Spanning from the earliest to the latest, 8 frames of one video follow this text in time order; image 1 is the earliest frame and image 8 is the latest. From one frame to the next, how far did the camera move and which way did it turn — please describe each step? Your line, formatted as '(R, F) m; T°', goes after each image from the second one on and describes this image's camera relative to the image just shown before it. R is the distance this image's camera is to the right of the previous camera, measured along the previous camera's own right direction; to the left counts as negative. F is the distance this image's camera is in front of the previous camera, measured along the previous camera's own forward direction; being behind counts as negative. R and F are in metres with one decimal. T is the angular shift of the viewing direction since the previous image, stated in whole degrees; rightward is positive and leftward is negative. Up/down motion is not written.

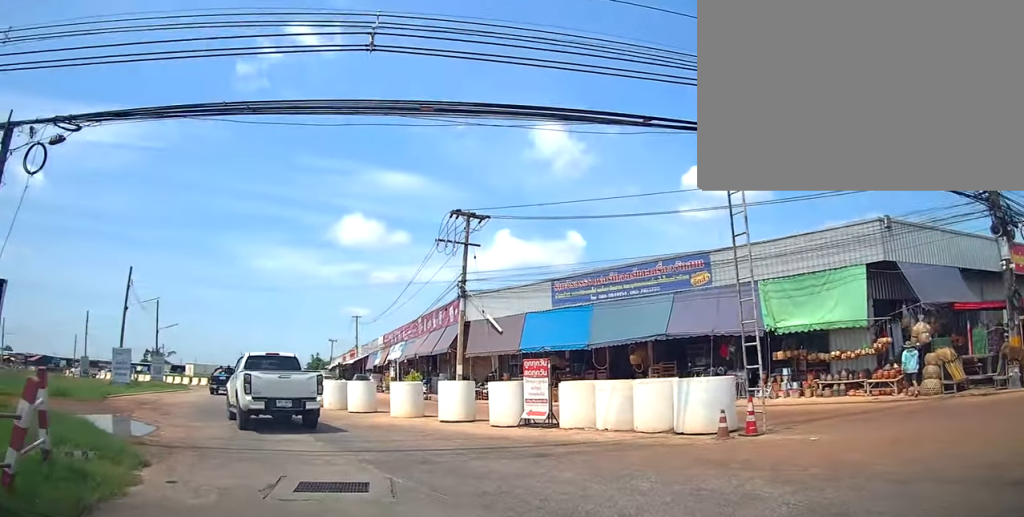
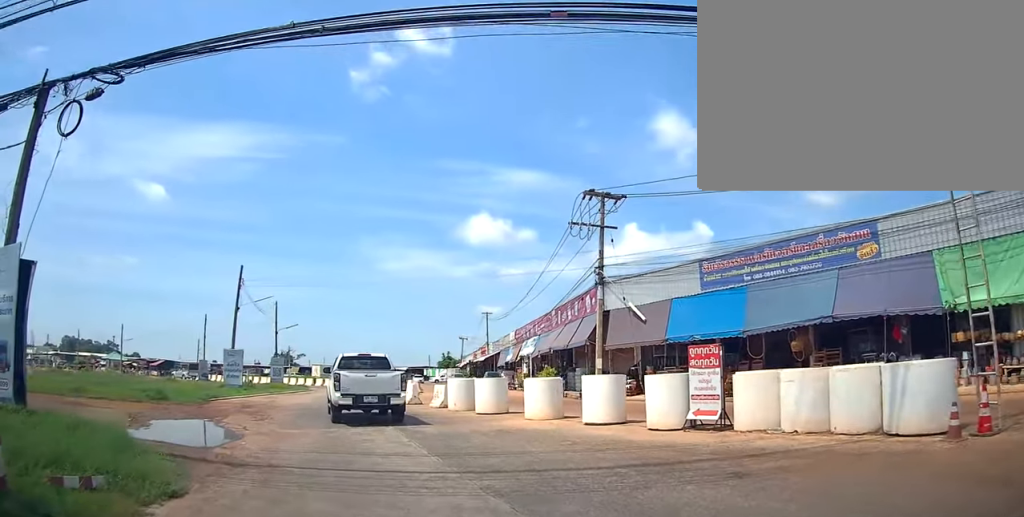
(-0.4, +2.0) m; -13°
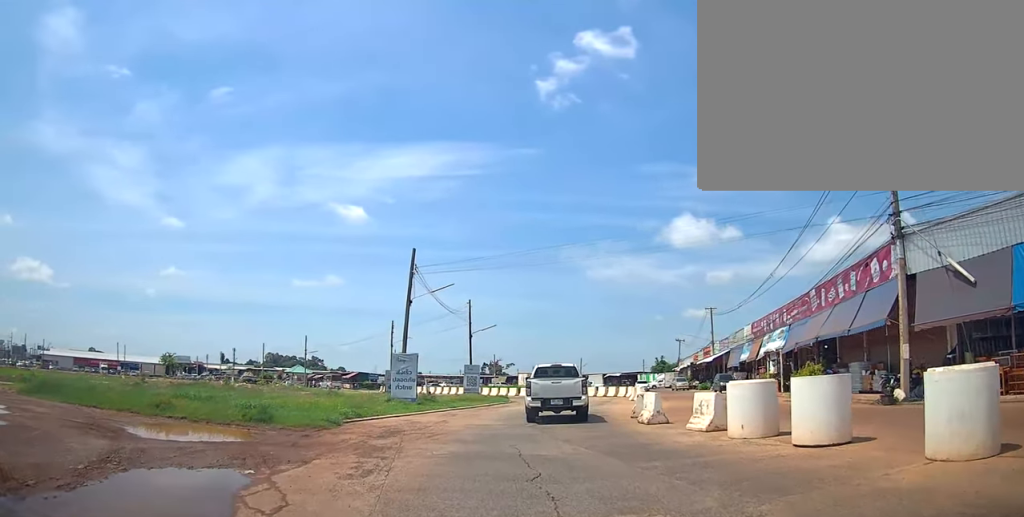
(-1.7, +6.3) m; -24°
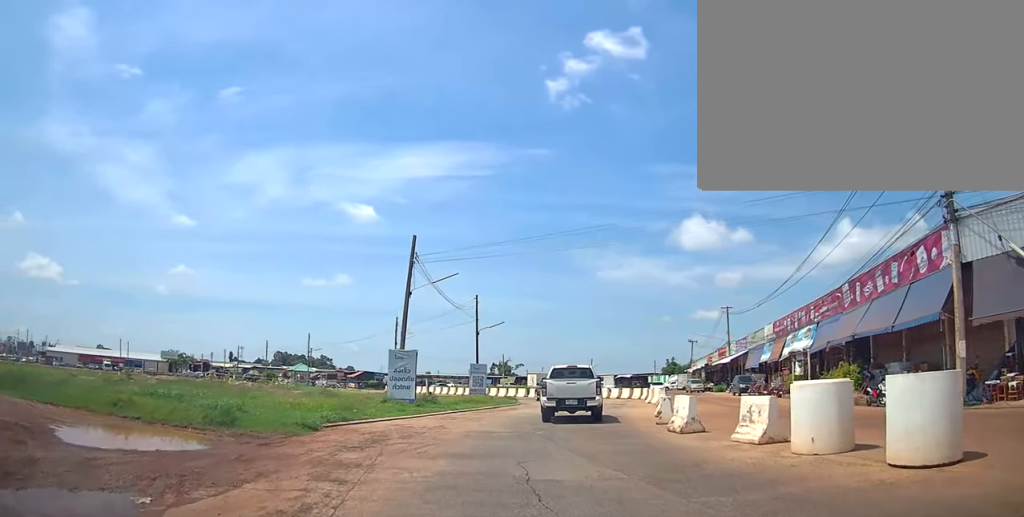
(-0.1, +2.0) m; -3°
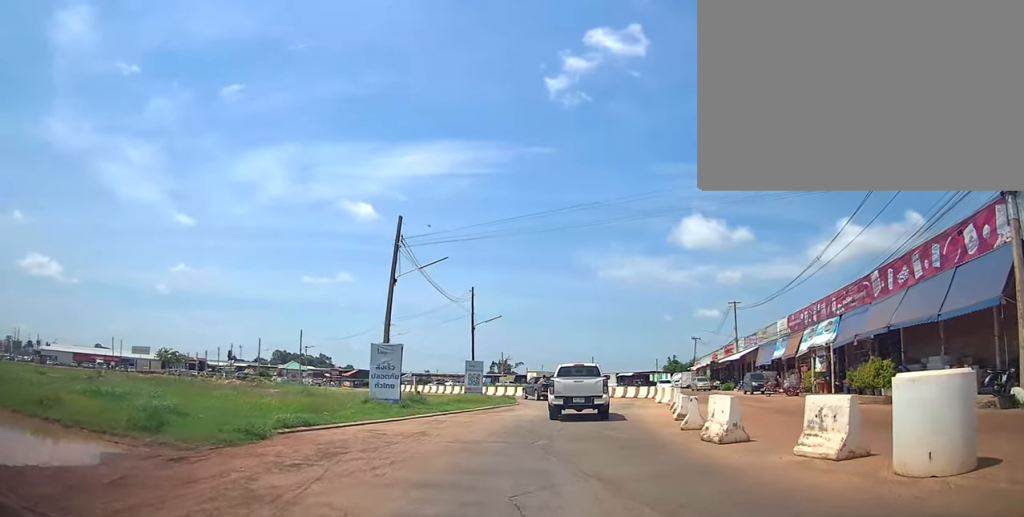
(+0.1, +2.4) m; +2°
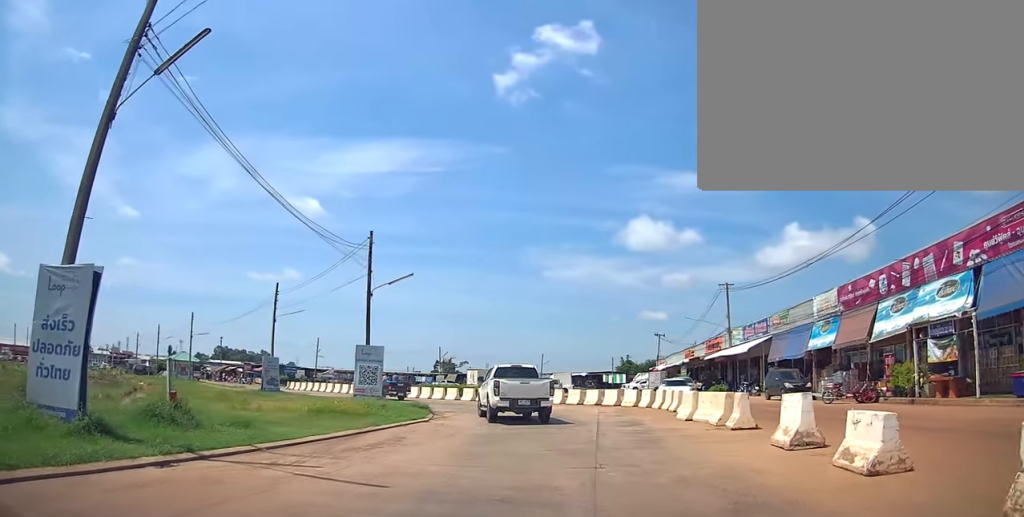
(+0.6, +13.1) m; +10°
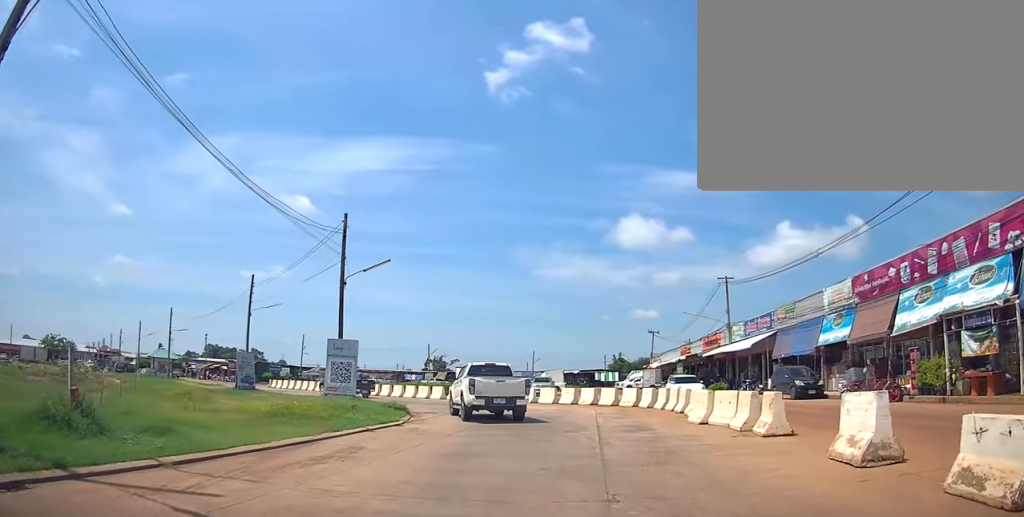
(+0.2, +2.3) m; 0°
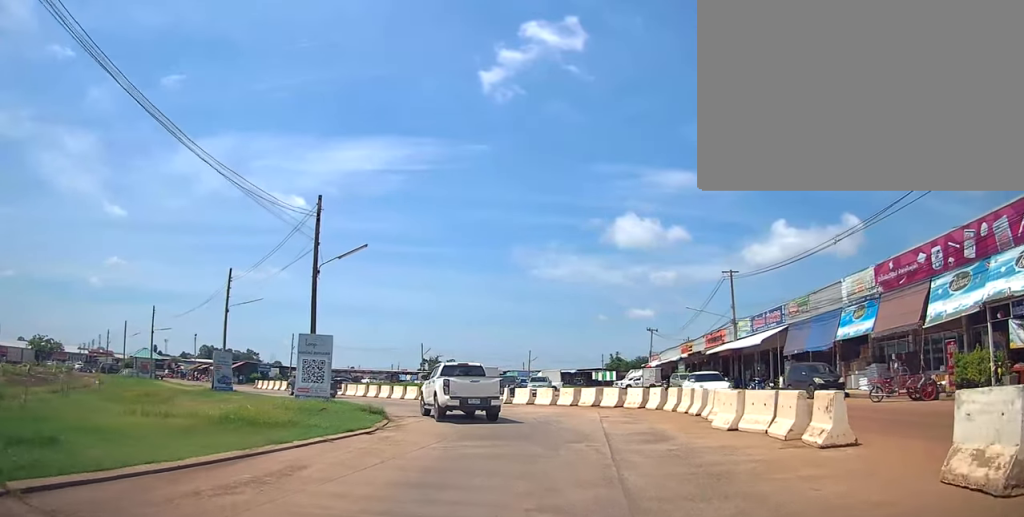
(+0.3, +2.4) m; 0°
